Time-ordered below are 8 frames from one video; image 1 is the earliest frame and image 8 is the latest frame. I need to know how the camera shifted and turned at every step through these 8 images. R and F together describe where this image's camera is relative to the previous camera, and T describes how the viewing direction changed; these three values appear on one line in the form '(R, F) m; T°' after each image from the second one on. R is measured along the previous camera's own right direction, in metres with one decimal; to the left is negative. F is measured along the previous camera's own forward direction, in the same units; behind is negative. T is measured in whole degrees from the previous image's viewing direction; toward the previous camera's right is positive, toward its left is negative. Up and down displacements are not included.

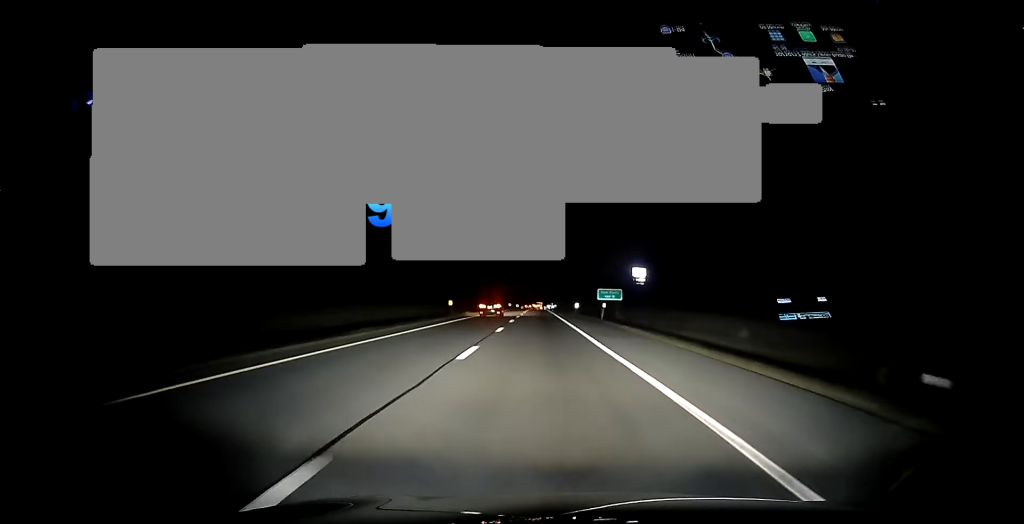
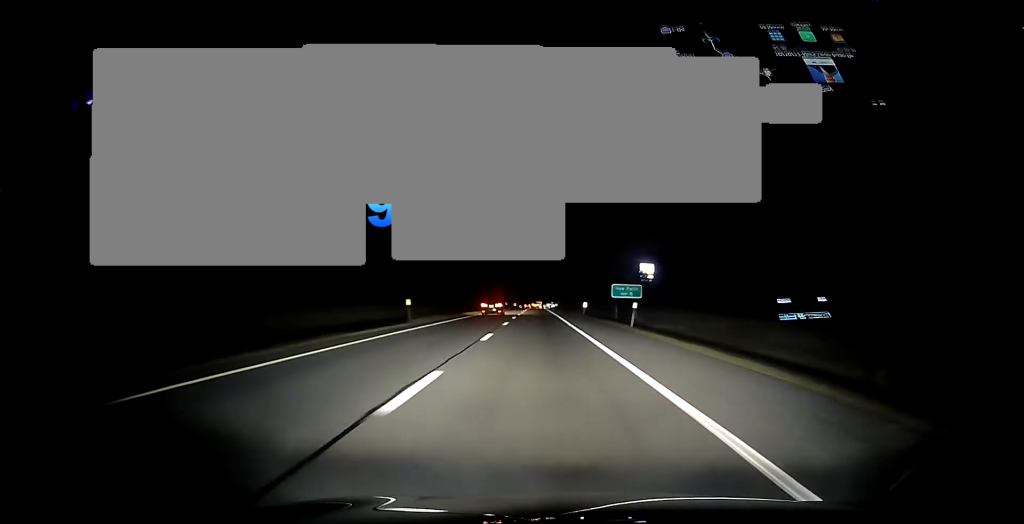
(0.0, +18.5) m; 0°
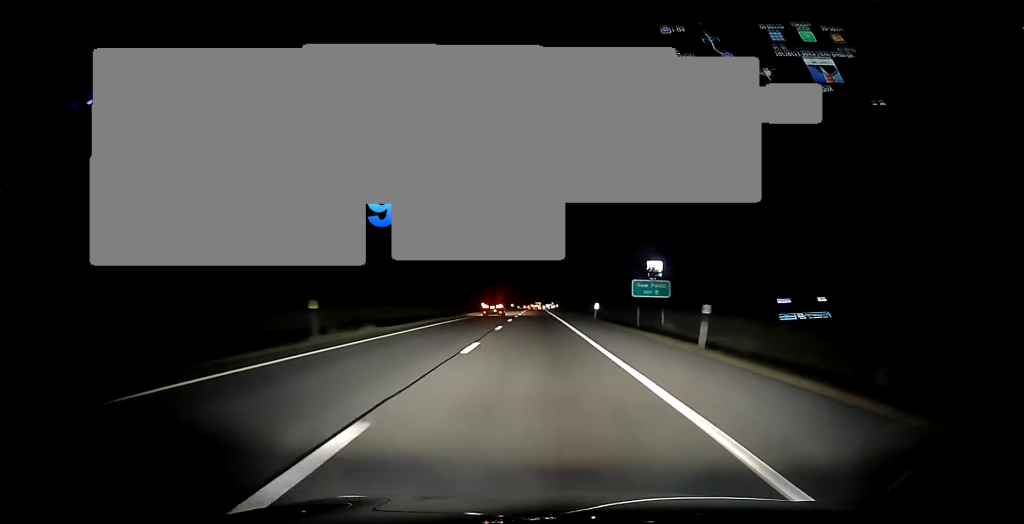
(0.0, +16.5) m; 0°
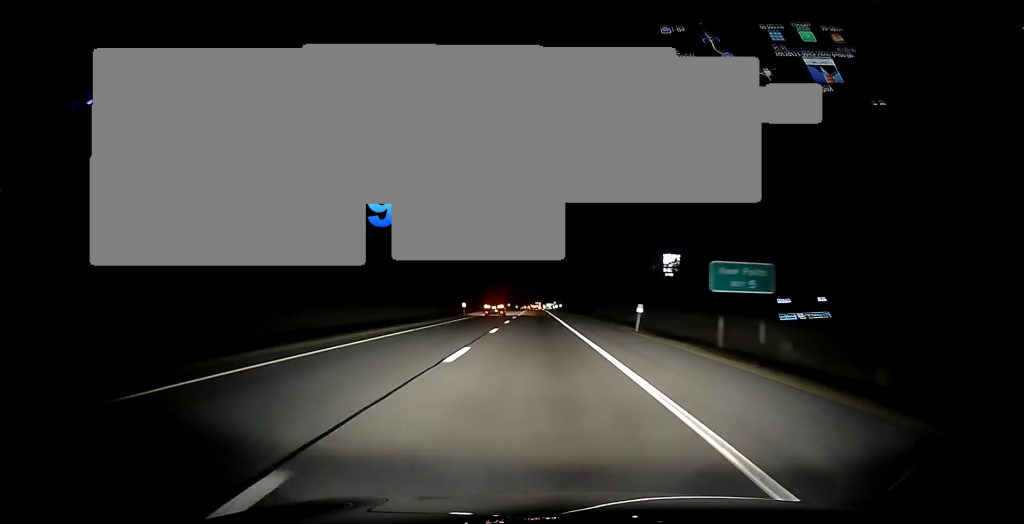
(0.0, +26.7) m; +1°
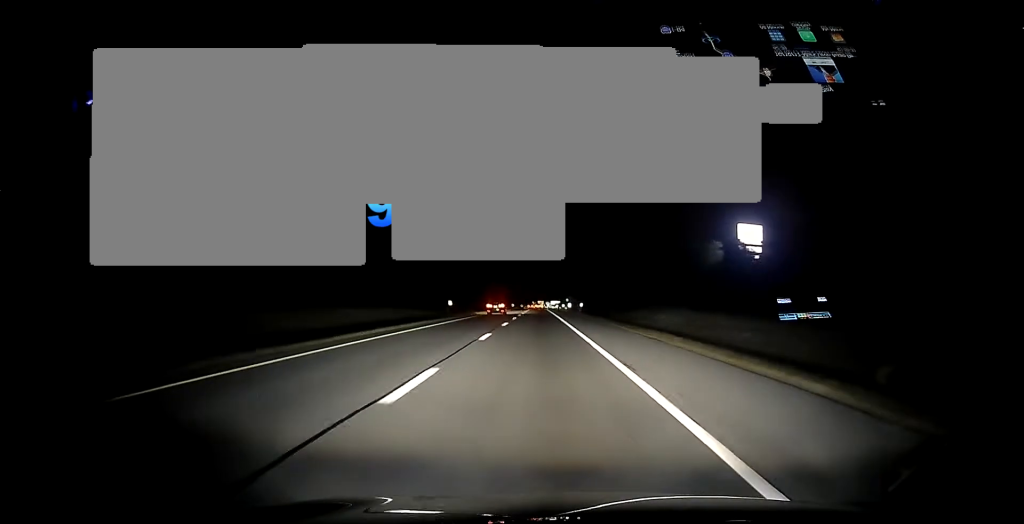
(+0.2, +65.6) m; -1°
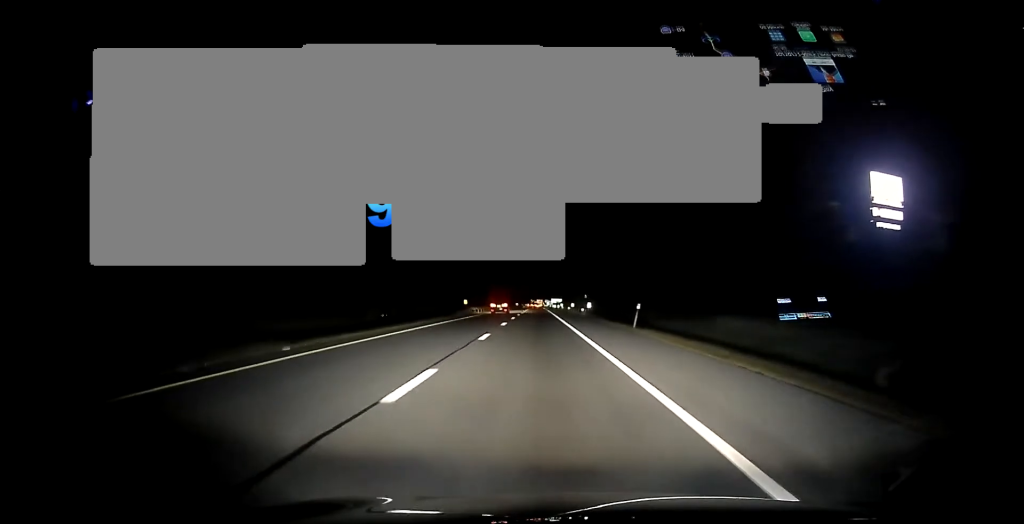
(0.0, +48.1) m; 0°
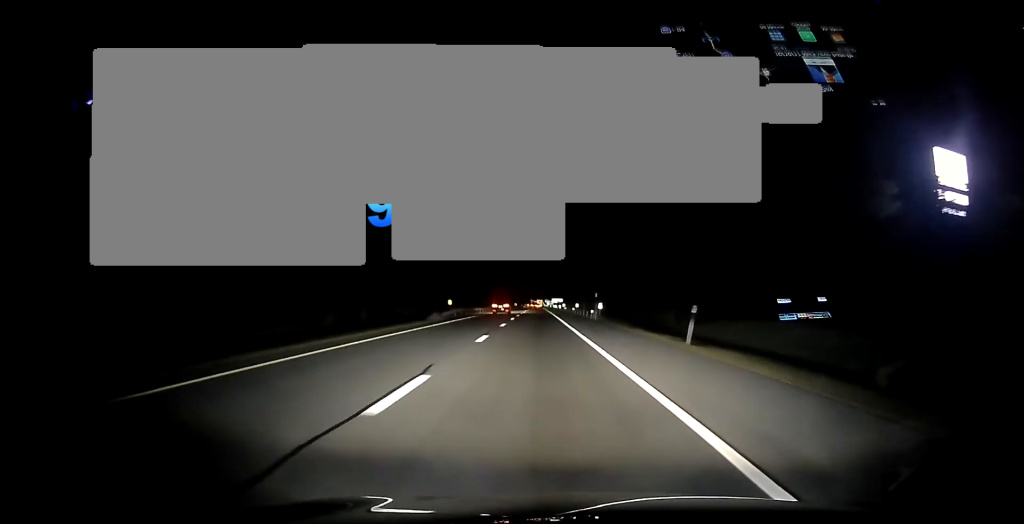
(0.0, +12.6) m; 0°
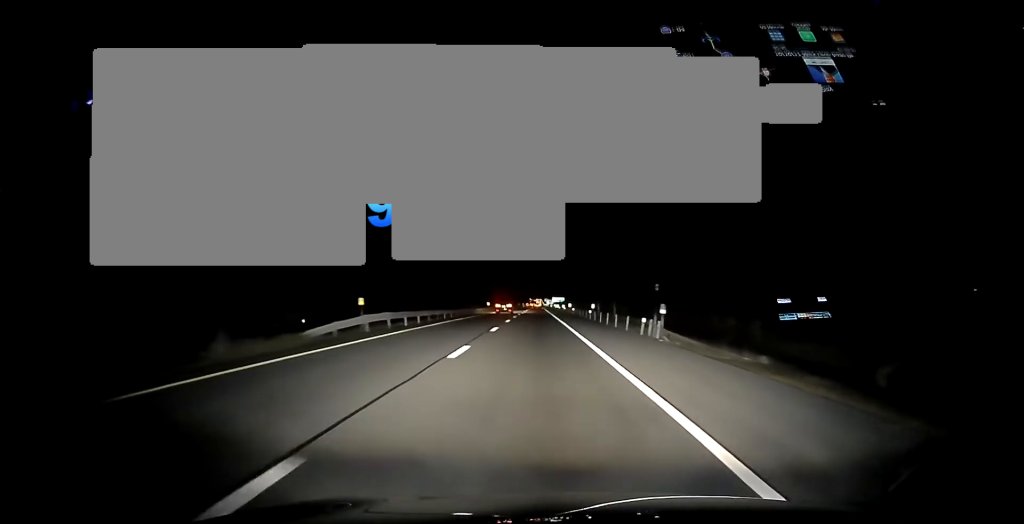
(0.0, +29.6) m; 0°
